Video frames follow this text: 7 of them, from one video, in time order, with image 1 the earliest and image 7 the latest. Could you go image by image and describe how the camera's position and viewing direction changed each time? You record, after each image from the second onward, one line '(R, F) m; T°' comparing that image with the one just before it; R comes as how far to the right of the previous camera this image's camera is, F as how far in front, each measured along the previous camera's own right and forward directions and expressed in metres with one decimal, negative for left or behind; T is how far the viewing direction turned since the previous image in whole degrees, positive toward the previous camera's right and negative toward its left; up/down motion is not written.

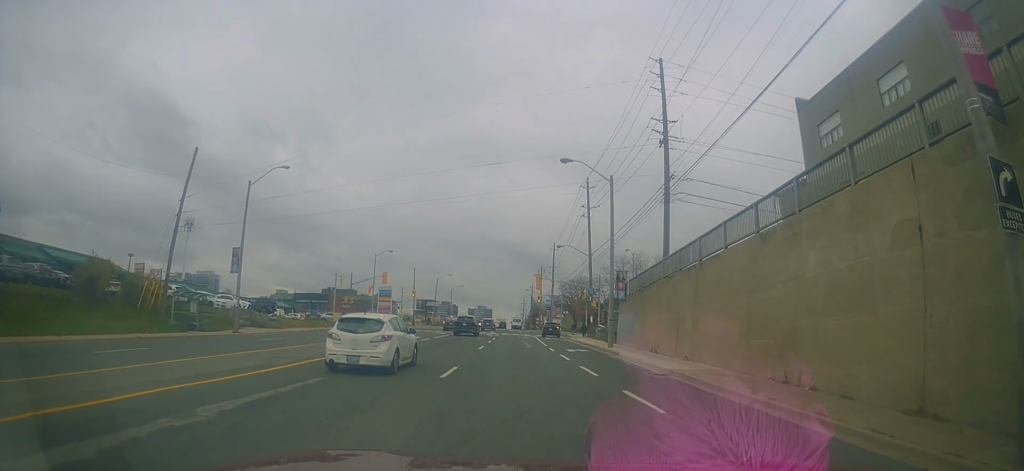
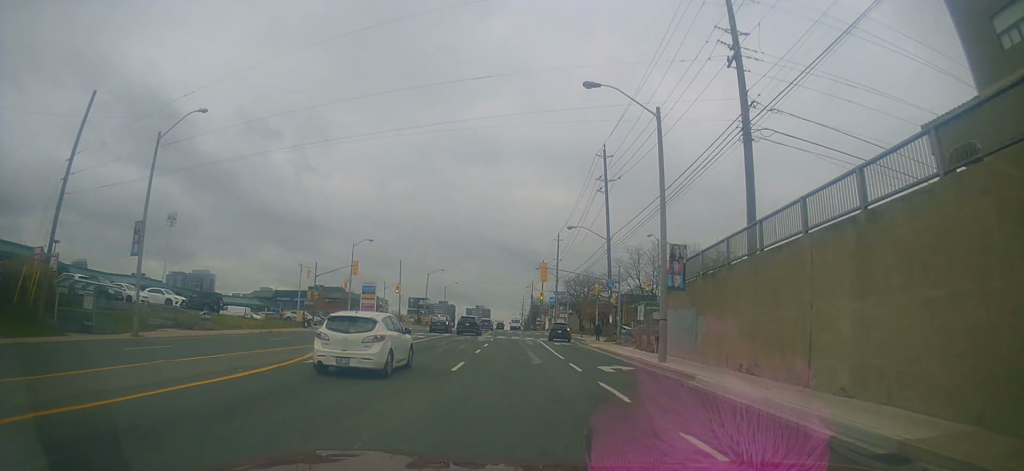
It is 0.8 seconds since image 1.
(-0.1, +11.7) m; 0°
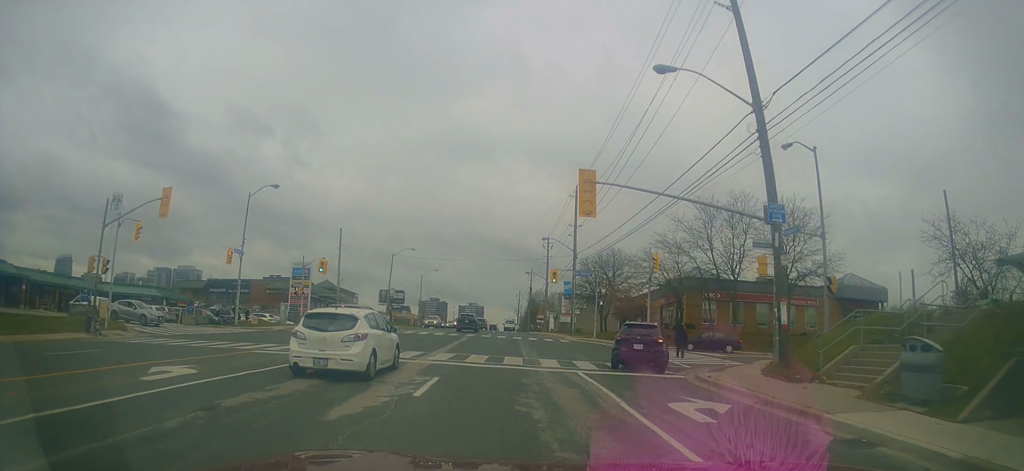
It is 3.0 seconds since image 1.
(0.0, +30.2) m; +2°
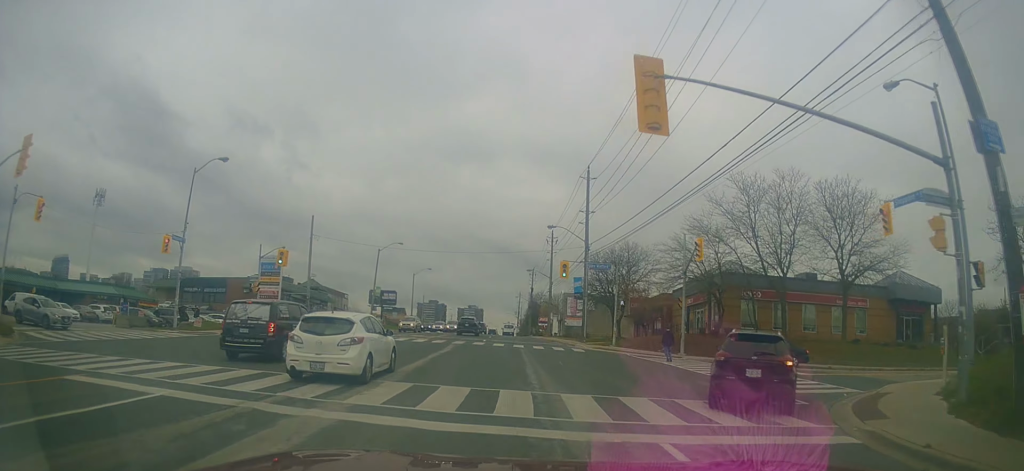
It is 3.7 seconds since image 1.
(+0.3, +9.2) m; 0°
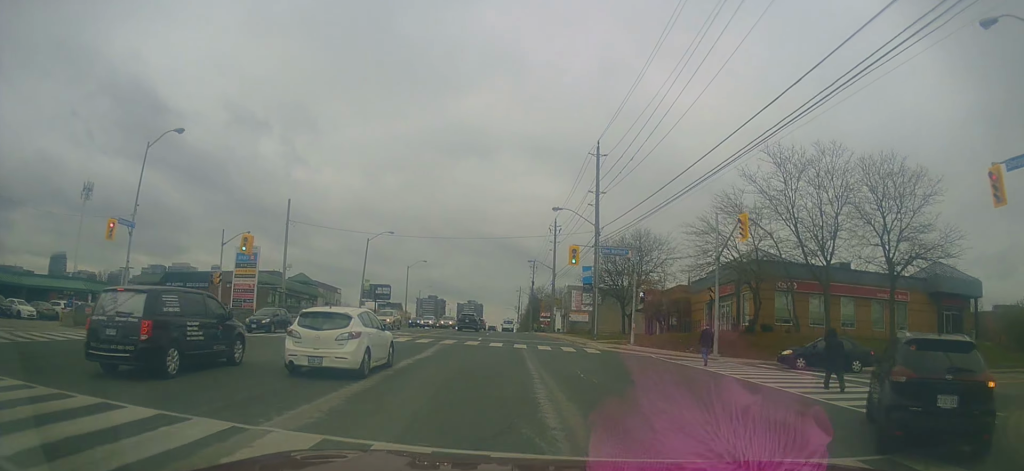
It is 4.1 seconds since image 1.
(+0.2, +6.0) m; 0°
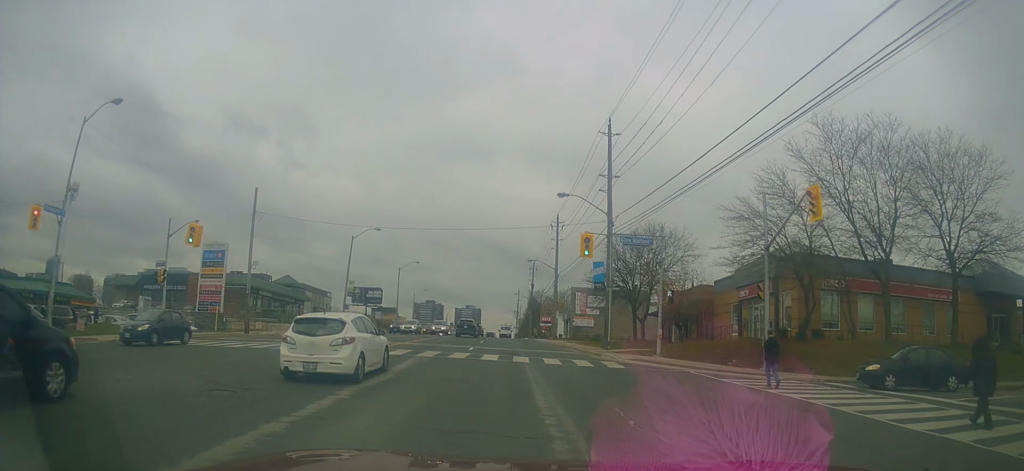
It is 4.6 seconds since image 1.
(-0.2, +6.4) m; -1°
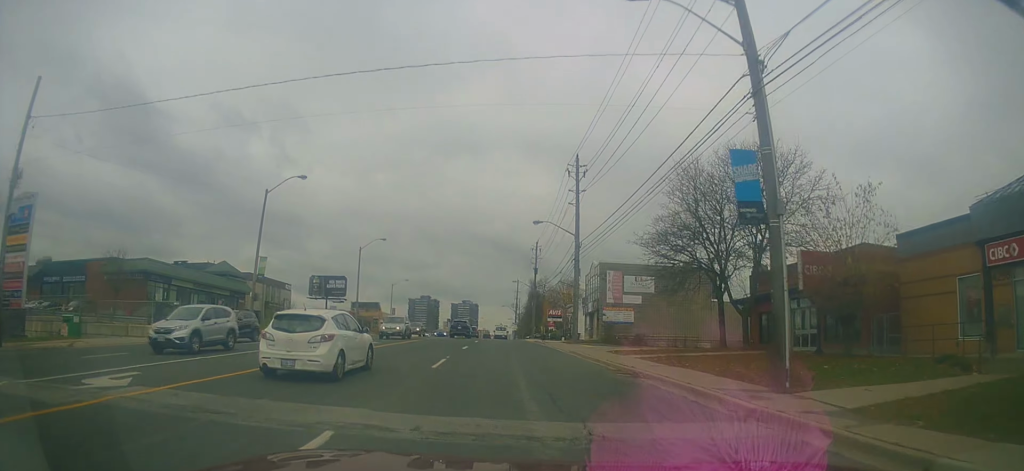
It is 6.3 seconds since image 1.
(-0.4, +23.2) m; +1°
